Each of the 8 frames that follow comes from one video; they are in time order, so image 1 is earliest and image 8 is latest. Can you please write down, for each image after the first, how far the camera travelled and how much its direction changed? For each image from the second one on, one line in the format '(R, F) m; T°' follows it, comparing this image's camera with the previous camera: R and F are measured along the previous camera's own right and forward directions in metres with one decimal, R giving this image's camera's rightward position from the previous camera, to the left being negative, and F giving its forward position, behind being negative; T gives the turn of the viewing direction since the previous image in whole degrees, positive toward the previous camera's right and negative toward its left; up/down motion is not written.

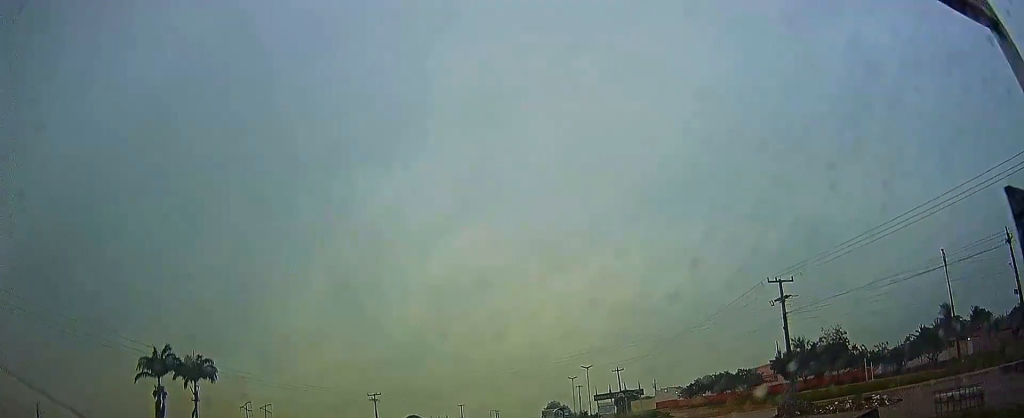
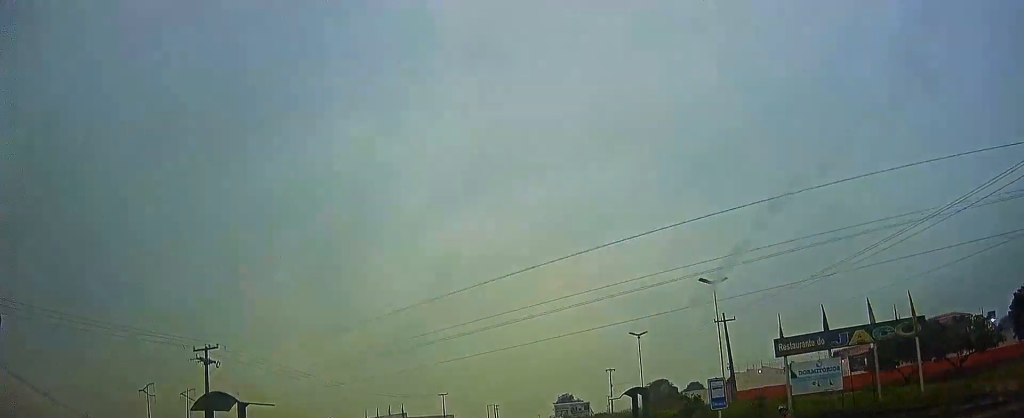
(-0.1, +46.9) m; 0°
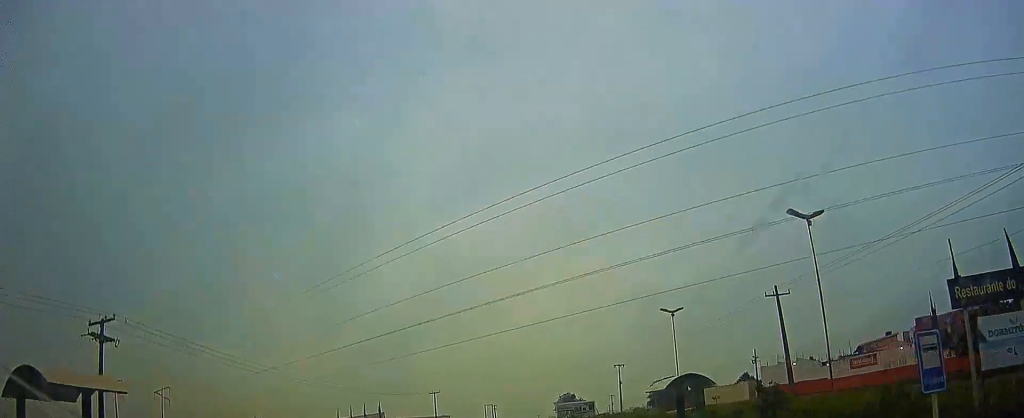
(0.0, +10.6) m; 0°
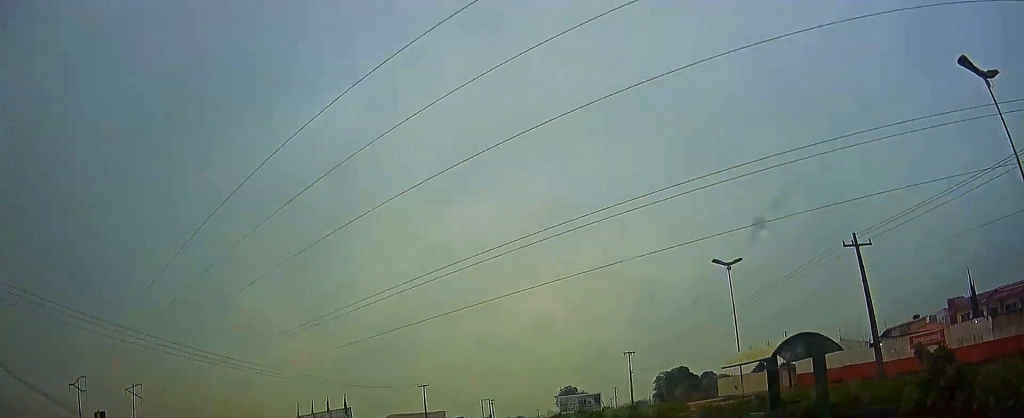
(+0.1, +10.7) m; 0°
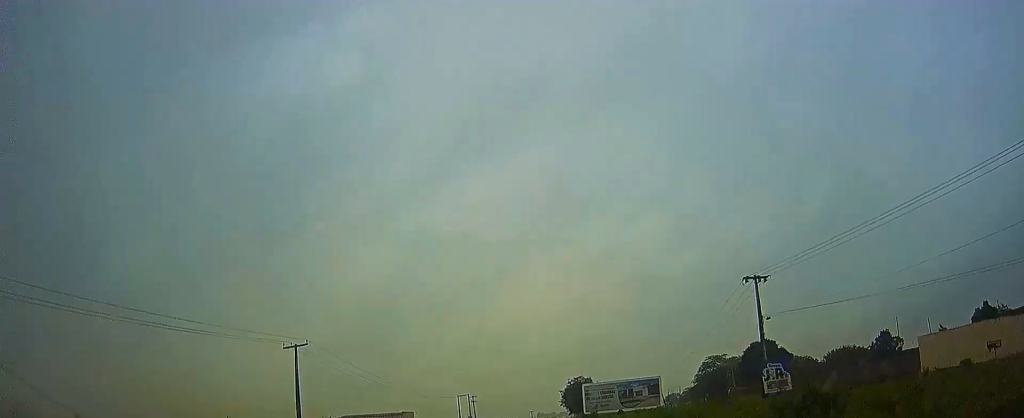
(0.0, +53.6) m; +1°
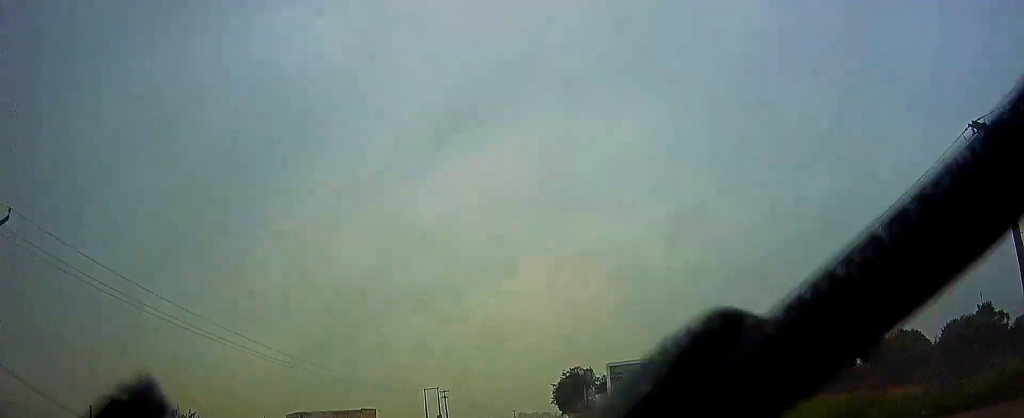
(+0.2, +27.1) m; +2°
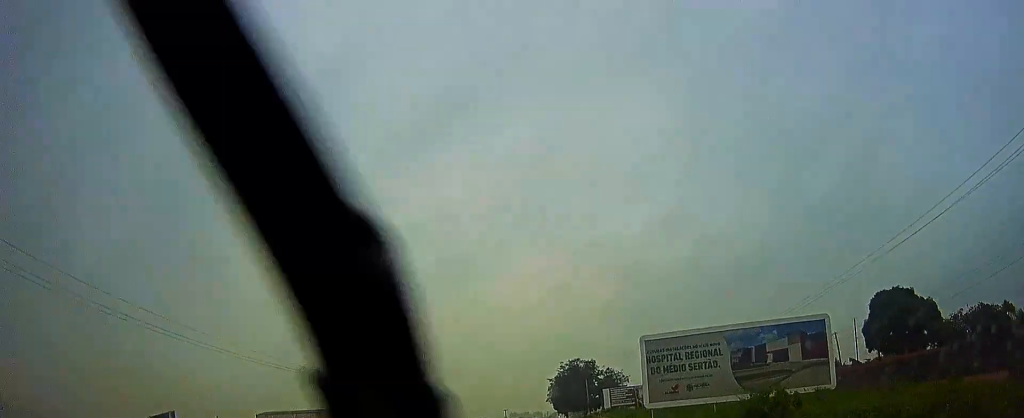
(+0.3, +13.2) m; +1°
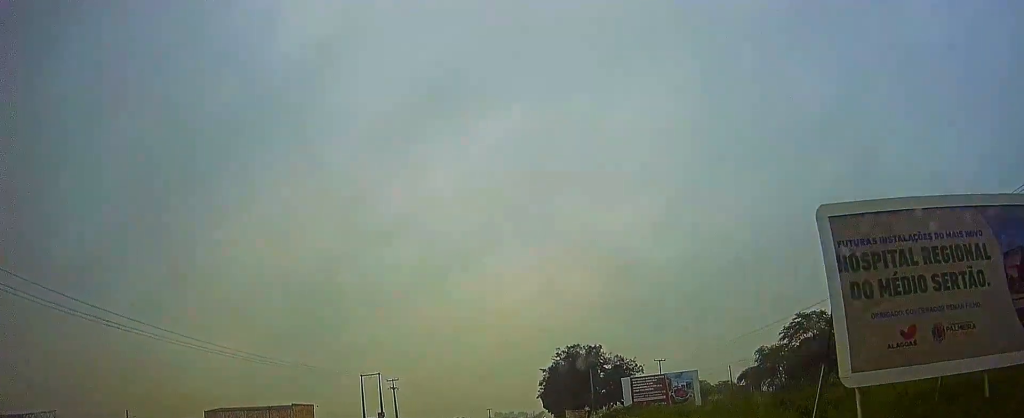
(+0.2, +18.3) m; +1°
